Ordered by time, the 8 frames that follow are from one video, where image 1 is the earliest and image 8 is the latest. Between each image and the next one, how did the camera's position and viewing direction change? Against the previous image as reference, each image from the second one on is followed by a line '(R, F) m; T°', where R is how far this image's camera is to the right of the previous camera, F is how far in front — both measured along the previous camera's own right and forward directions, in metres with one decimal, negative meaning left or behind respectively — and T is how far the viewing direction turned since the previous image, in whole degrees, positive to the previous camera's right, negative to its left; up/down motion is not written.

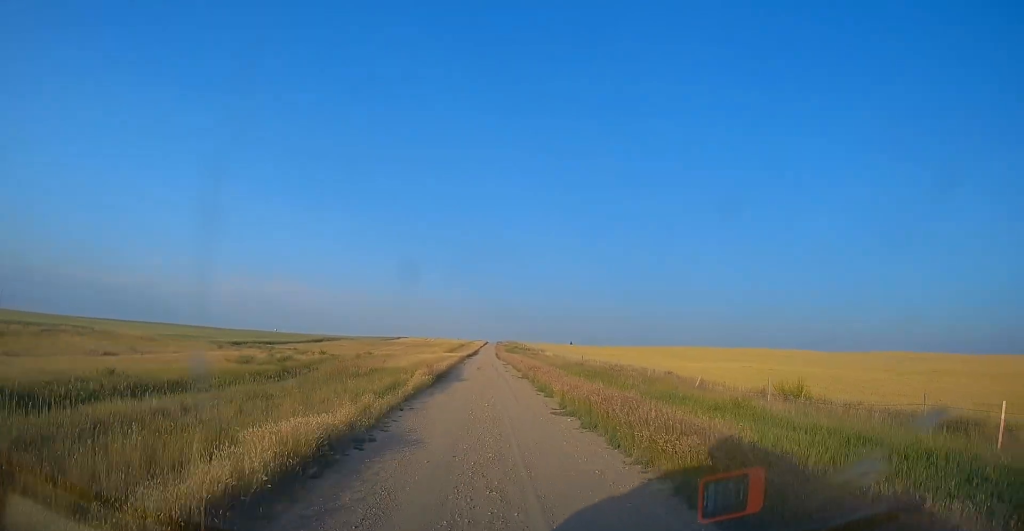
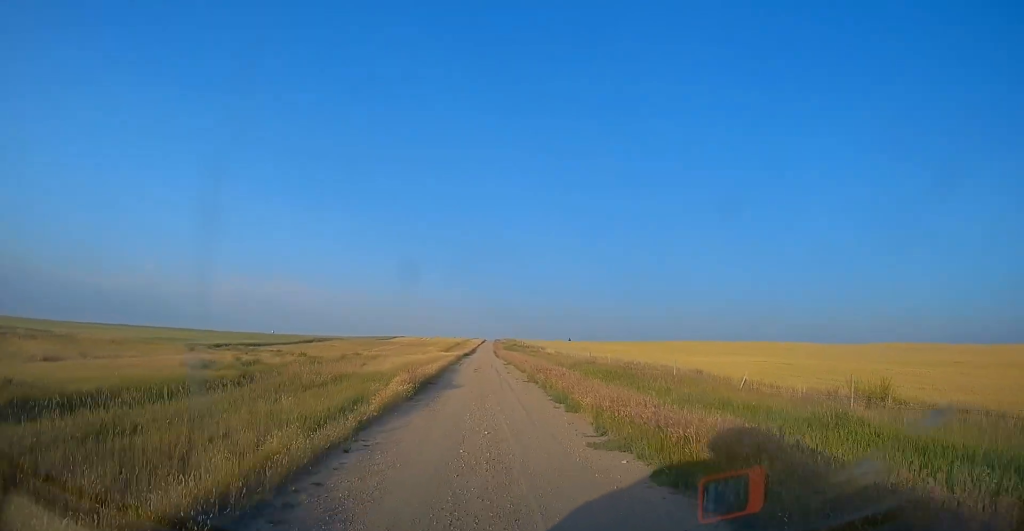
(0.0, +5.9) m; 0°
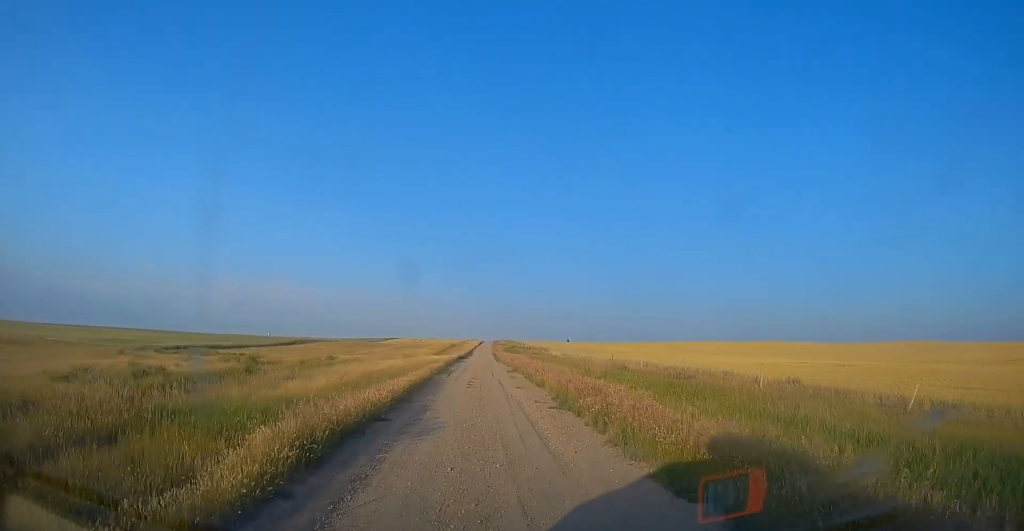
(0.0, +11.5) m; 0°
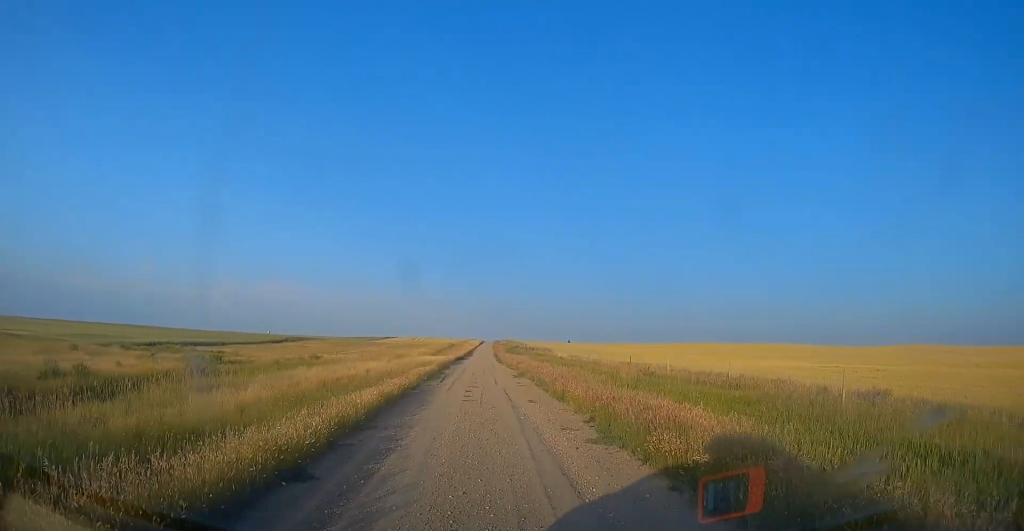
(0.0, +5.9) m; 0°
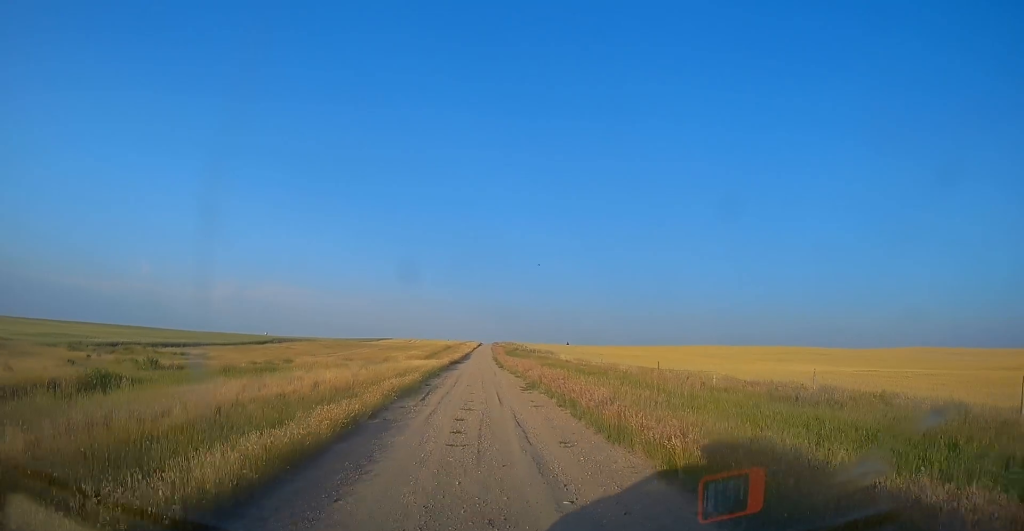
(0.0, +7.5) m; 0°
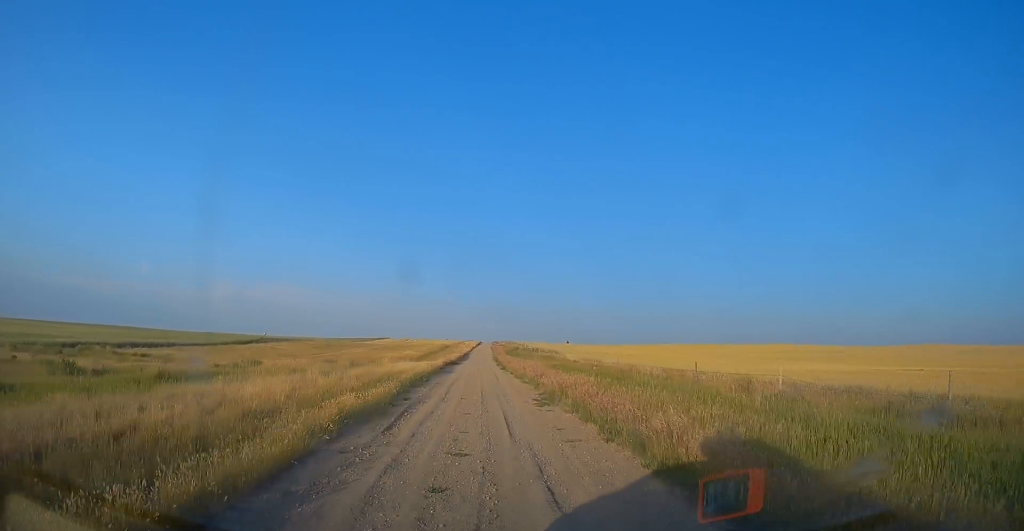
(0.0, +6.6) m; +1°
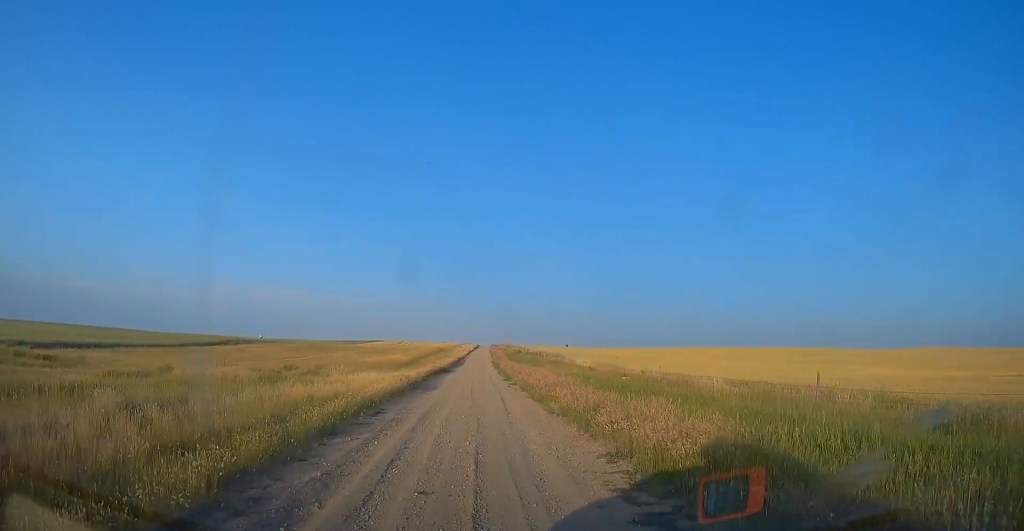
(+0.2, +11.6) m; +1°
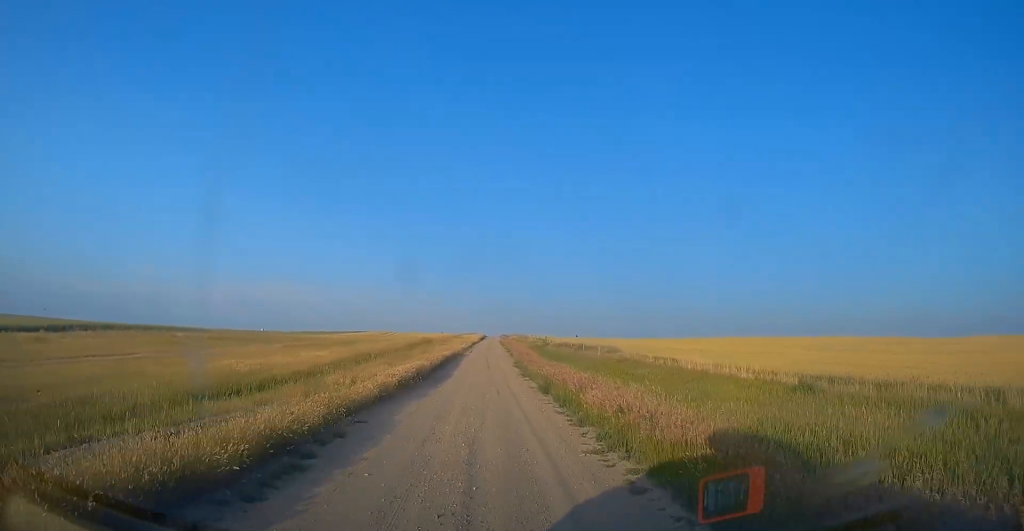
(-0.9, +38.8) m; -2°
